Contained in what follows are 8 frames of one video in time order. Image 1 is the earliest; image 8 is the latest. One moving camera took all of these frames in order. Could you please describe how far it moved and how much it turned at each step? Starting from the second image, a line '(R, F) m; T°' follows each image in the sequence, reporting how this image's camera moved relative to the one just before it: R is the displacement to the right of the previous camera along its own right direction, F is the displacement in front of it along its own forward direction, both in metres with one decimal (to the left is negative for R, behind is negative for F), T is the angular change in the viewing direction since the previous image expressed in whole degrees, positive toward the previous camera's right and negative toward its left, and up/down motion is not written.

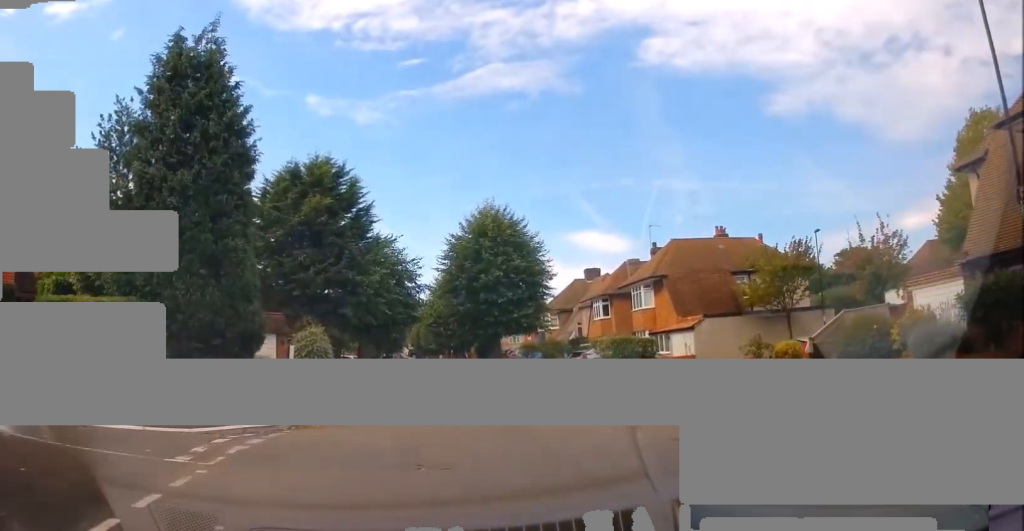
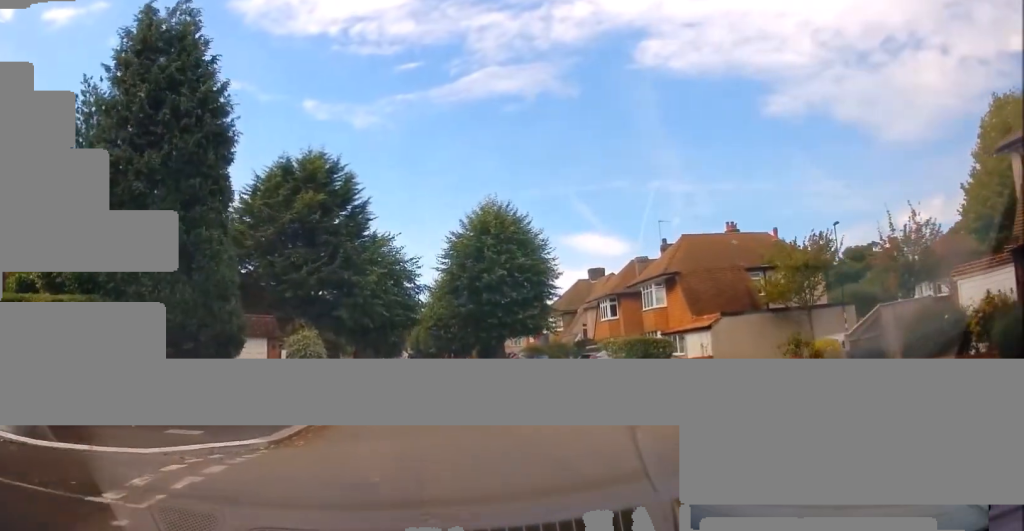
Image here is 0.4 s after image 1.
(+0.1, +2.2) m; -2°
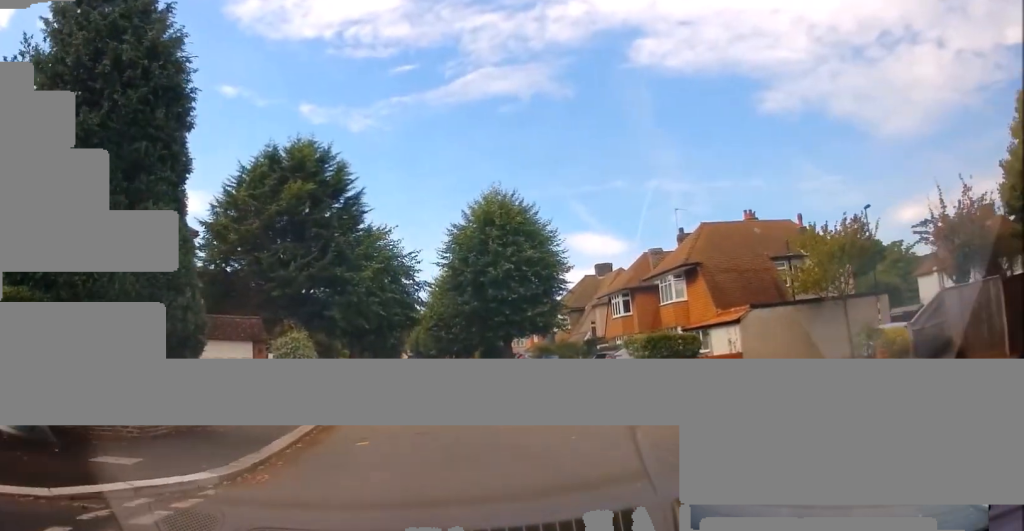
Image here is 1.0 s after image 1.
(-0.3, +3.1) m; 0°
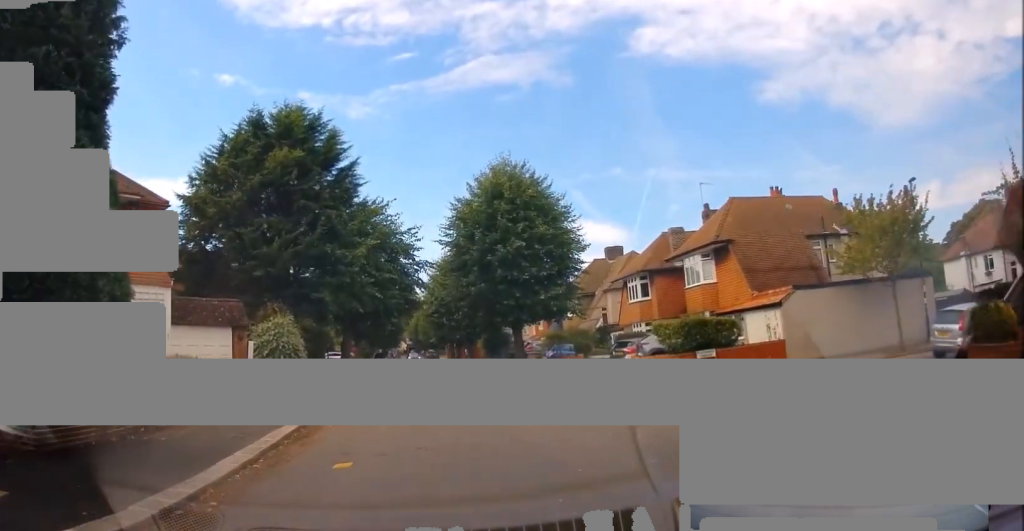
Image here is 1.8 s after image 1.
(-0.1, +3.9) m; +2°
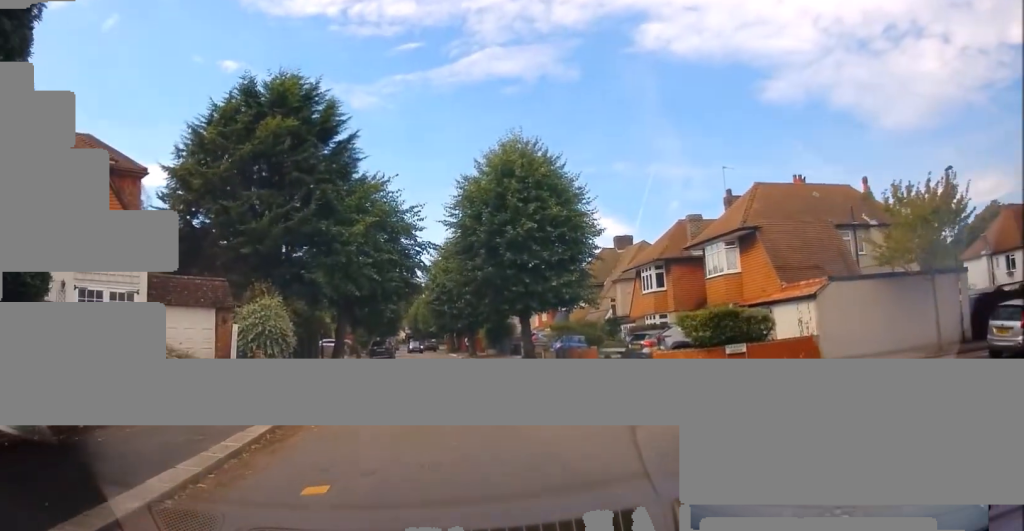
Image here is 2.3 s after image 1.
(+0.2, +2.5) m; +3°
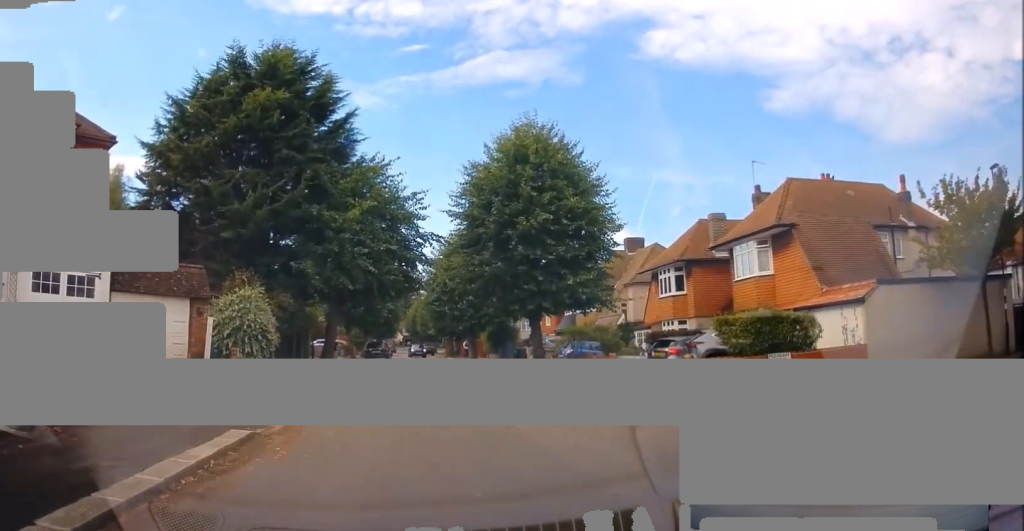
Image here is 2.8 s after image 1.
(+0.1, +2.9) m; +1°
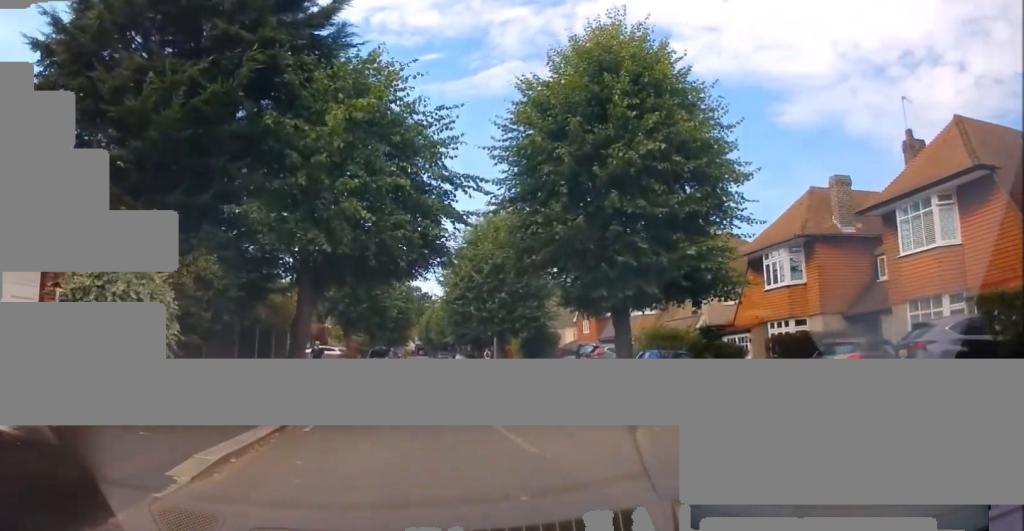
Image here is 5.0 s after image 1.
(0.0, +10.6) m; -4°
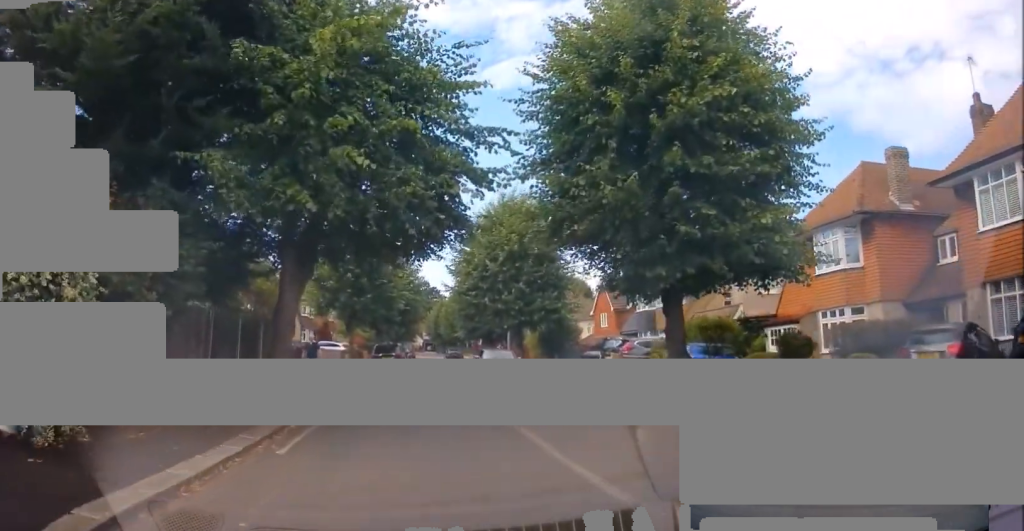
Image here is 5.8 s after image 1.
(-0.1, +3.4) m; -3°
